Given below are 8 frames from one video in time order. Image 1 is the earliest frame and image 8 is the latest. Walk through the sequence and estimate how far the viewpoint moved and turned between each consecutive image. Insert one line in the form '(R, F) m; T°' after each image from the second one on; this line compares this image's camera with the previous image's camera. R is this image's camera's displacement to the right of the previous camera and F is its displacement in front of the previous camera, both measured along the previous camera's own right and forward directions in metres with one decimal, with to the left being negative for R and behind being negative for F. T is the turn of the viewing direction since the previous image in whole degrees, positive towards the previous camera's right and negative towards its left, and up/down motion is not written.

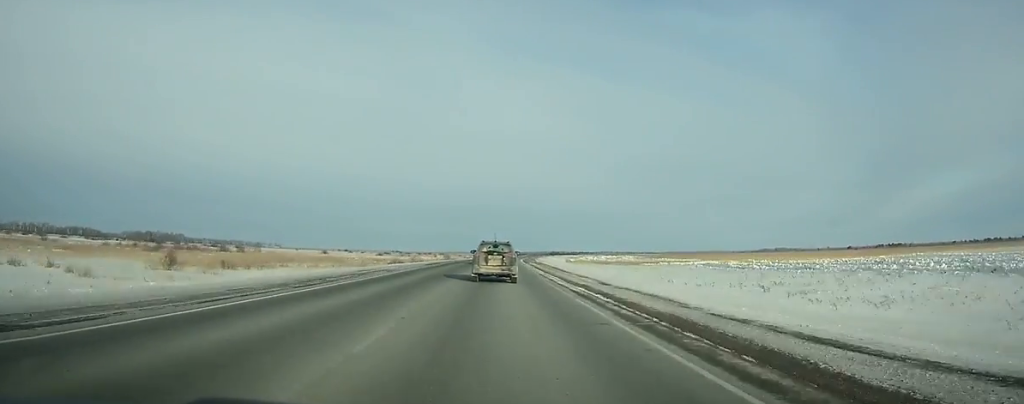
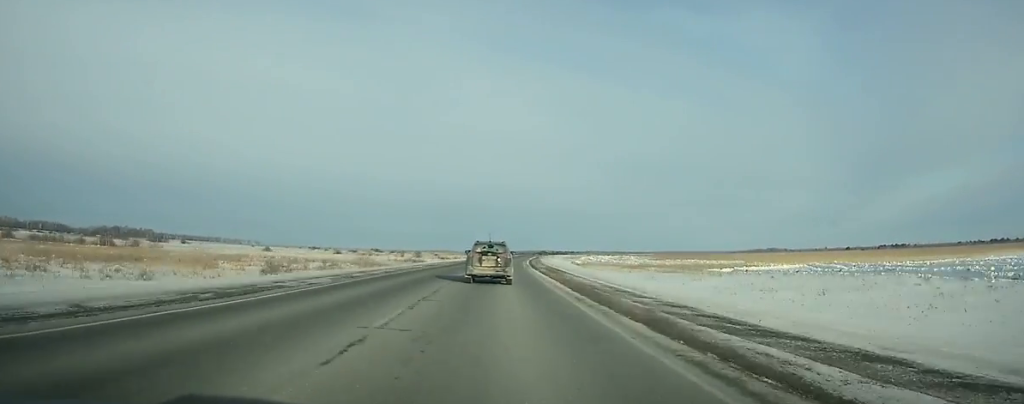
(+0.9, +68.6) m; +2°
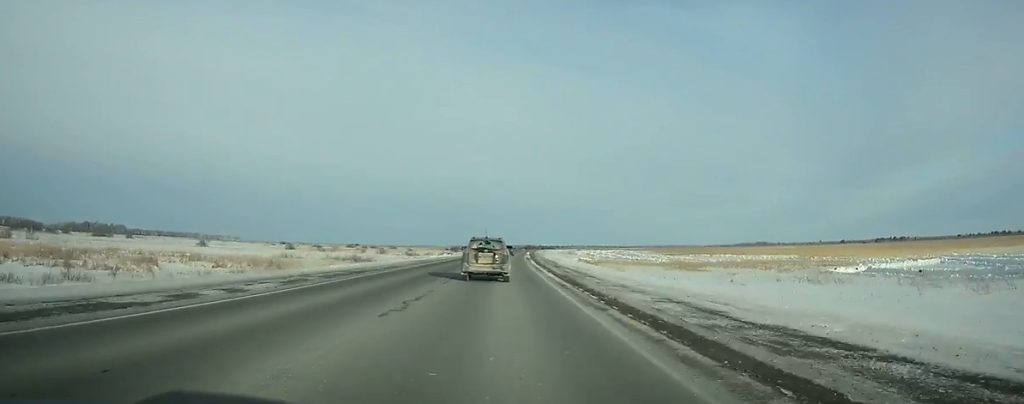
(+0.5, +51.2) m; +1°
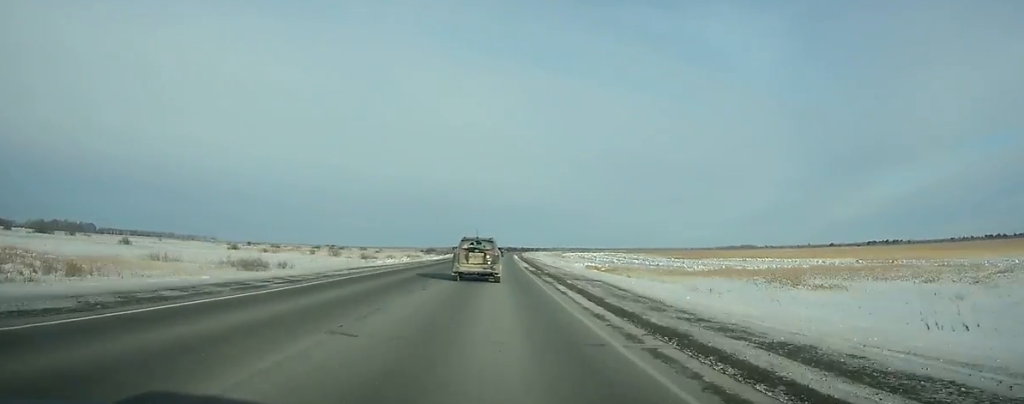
(+0.6, +41.1) m; +1°
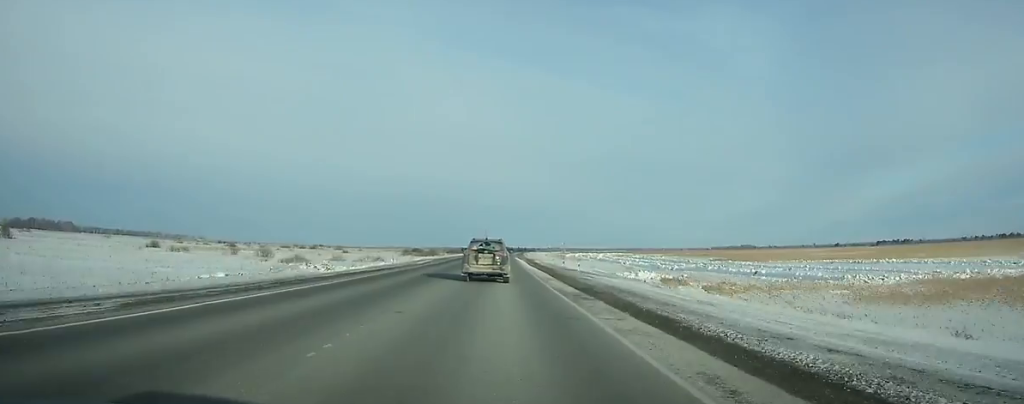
(+0.6, +54.0) m; +1°
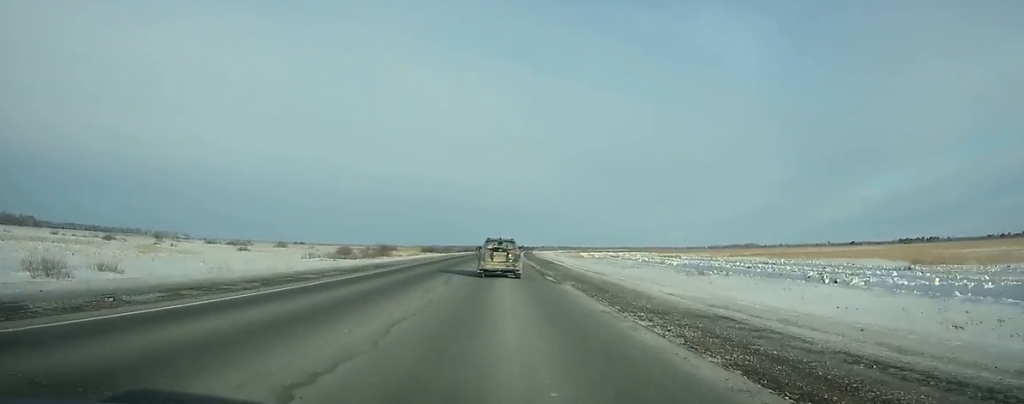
(+0.7, +98.2) m; +1°
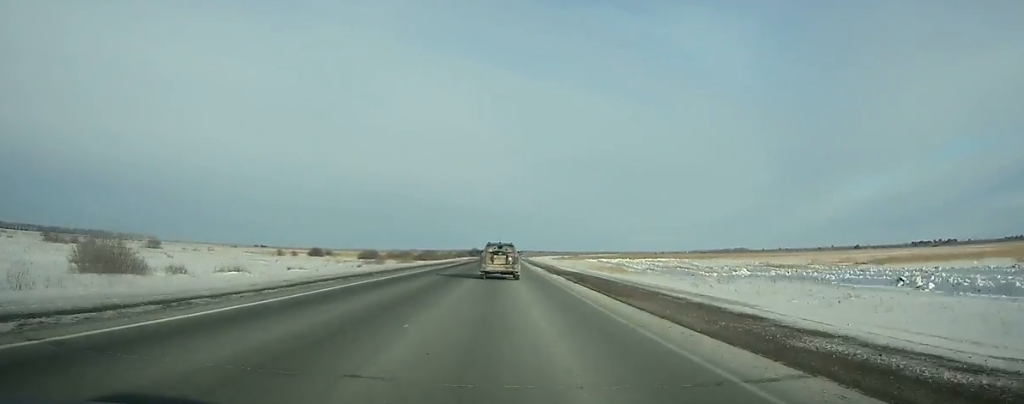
(+1.4, +104.4) m; +2°
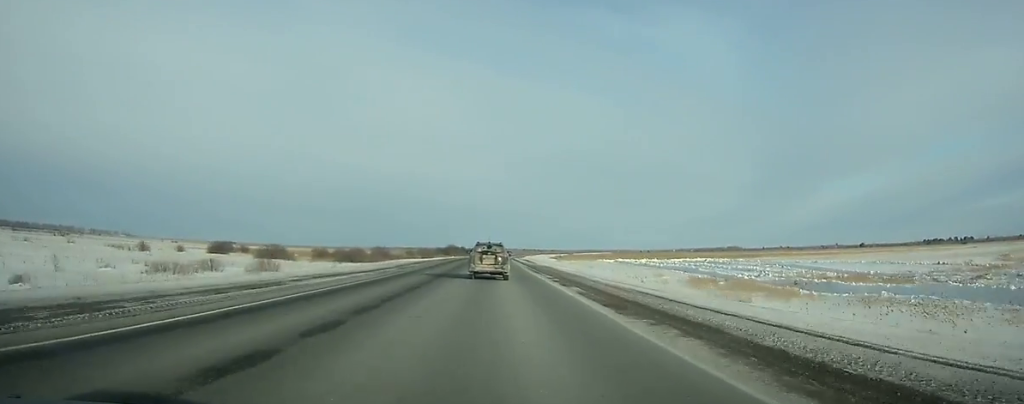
(+1.2, +76.3) m; +1°
